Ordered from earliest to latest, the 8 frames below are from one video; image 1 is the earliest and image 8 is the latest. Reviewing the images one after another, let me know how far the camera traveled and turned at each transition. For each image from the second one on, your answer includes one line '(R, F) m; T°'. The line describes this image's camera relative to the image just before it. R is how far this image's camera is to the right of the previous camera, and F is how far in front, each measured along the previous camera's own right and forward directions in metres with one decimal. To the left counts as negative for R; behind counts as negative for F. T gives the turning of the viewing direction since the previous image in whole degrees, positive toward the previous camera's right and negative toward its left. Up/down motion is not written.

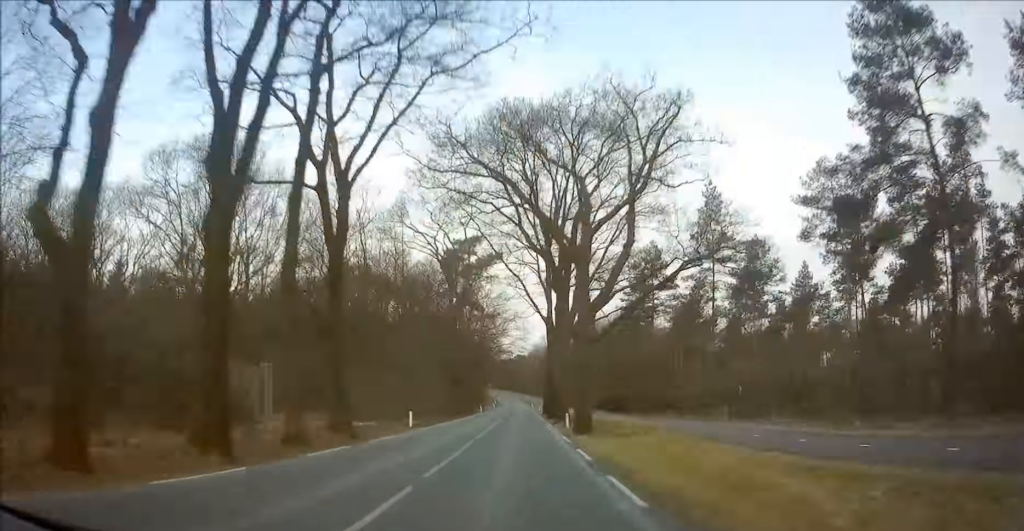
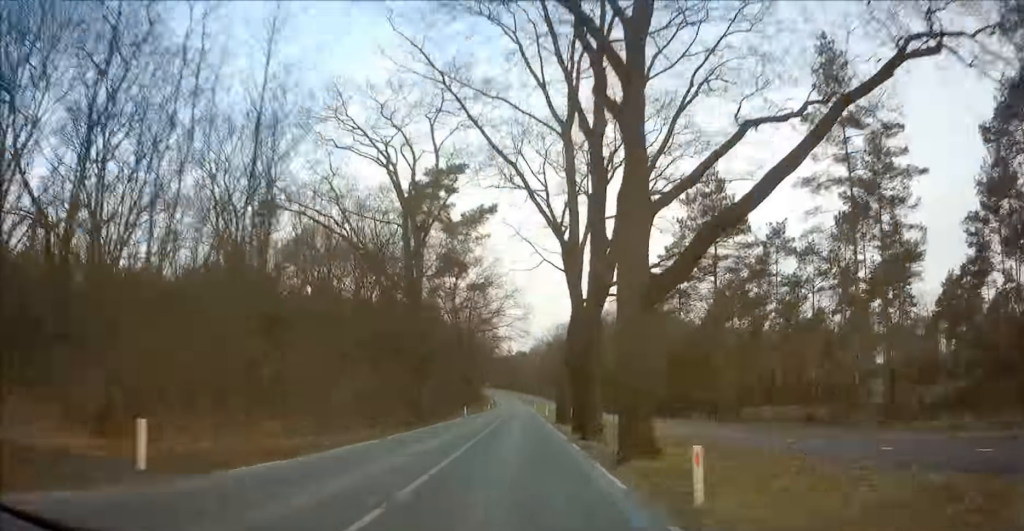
(+0.1, +22.3) m; 0°
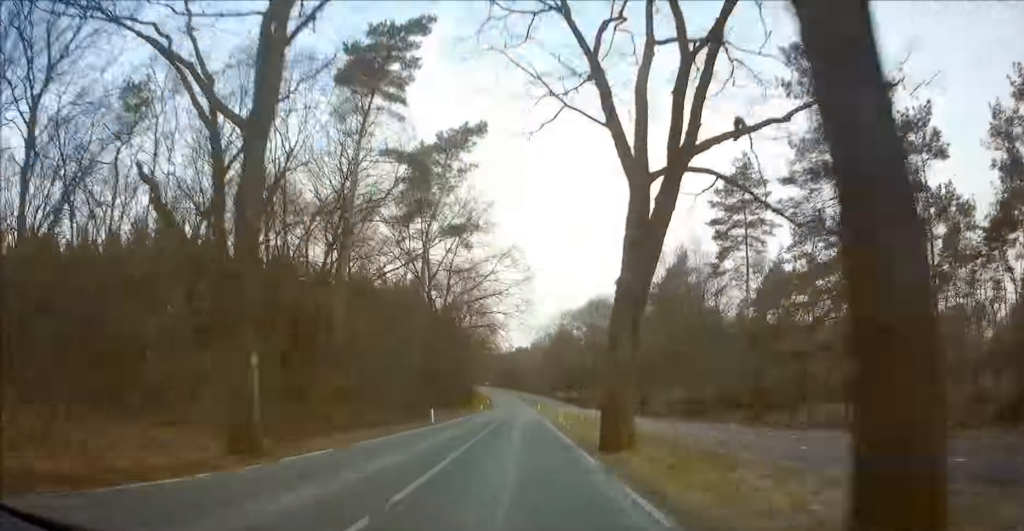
(0.0, +20.7) m; 0°
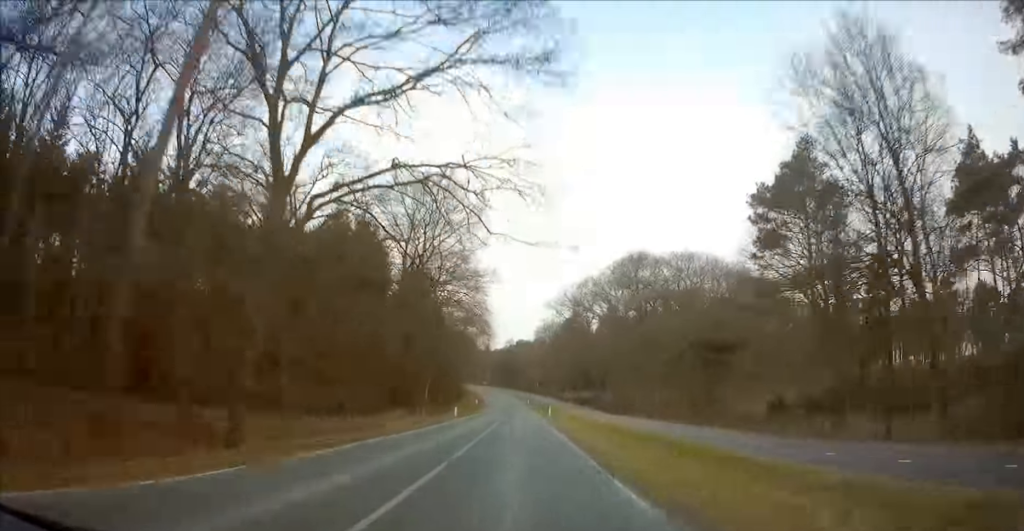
(0.0, +35.0) m; -1°
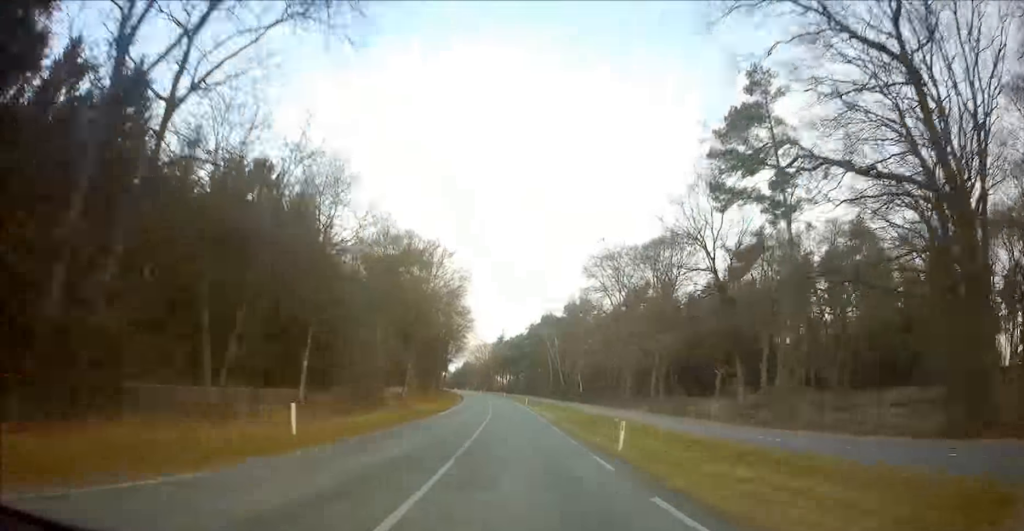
(-0.8, +85.5) m; -1°
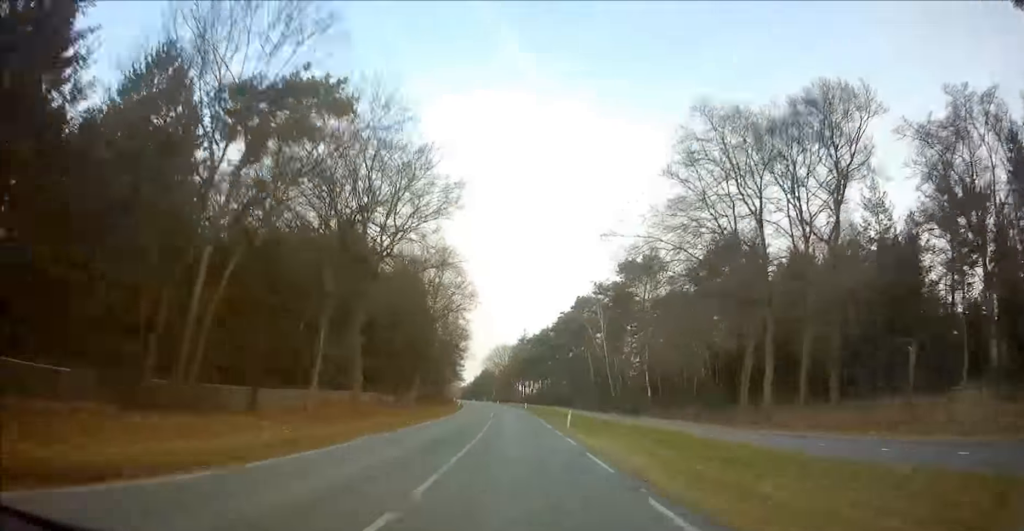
(-0.2, +36.1) m; -2°
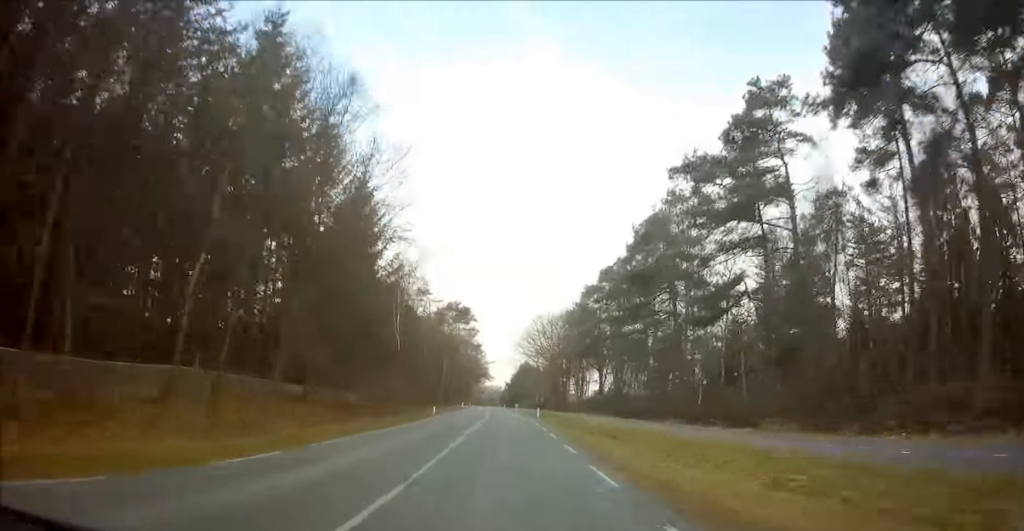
(-3.0, +79.7) m; -3°
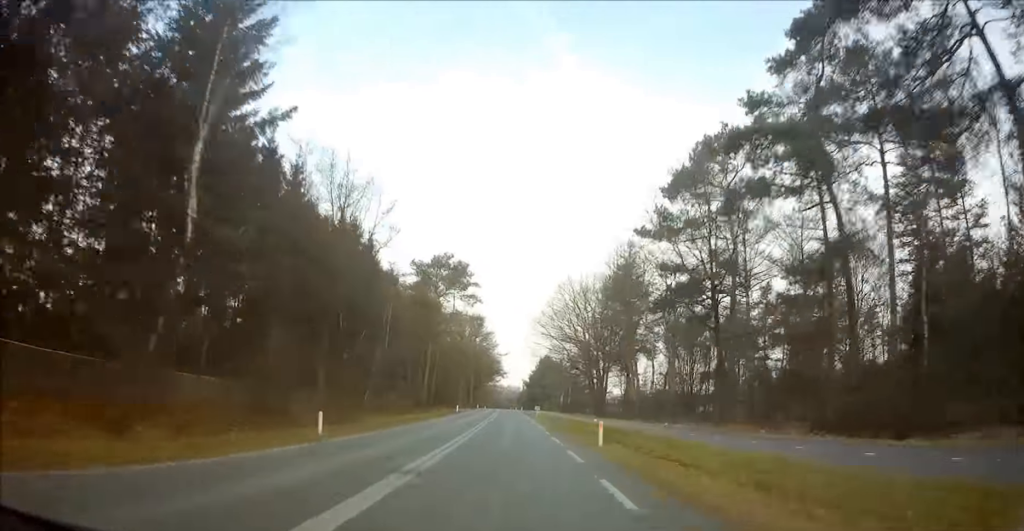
(+0.1, +31.3) m; -1°
